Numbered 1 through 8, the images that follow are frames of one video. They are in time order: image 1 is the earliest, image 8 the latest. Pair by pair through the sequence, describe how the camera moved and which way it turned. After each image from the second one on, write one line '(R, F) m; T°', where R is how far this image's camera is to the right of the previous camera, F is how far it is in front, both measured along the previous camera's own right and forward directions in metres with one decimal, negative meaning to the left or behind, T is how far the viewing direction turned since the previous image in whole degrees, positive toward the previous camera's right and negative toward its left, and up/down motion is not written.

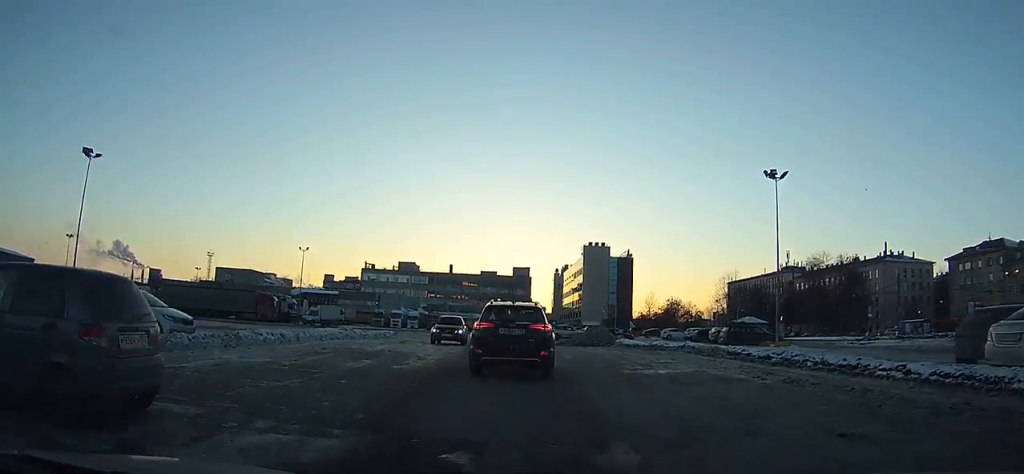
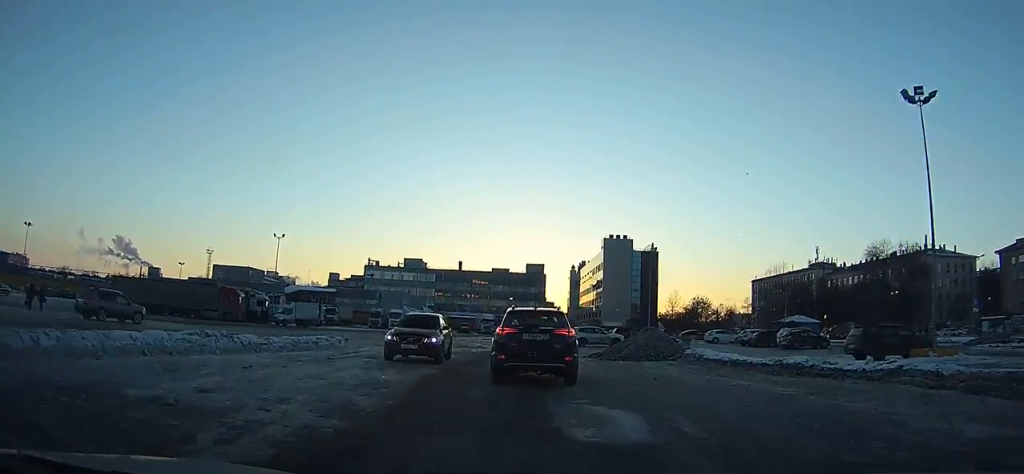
(+0.1, +12.6) m; 0°
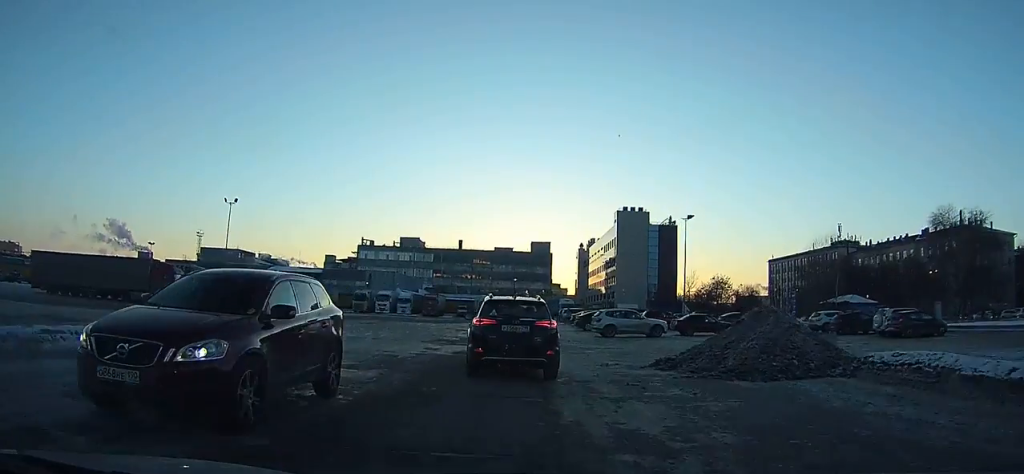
(-0.1, +13.9) m; -3°
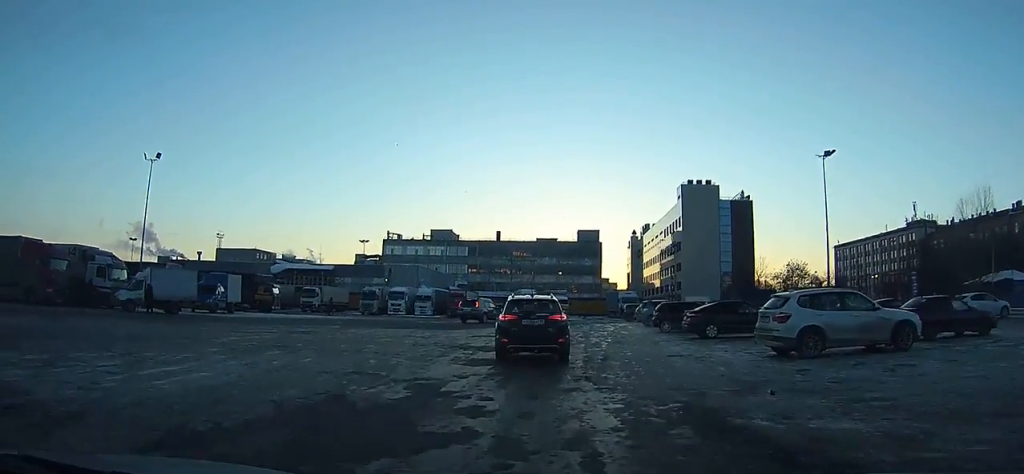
(-1.3, +22.6) m; -5°
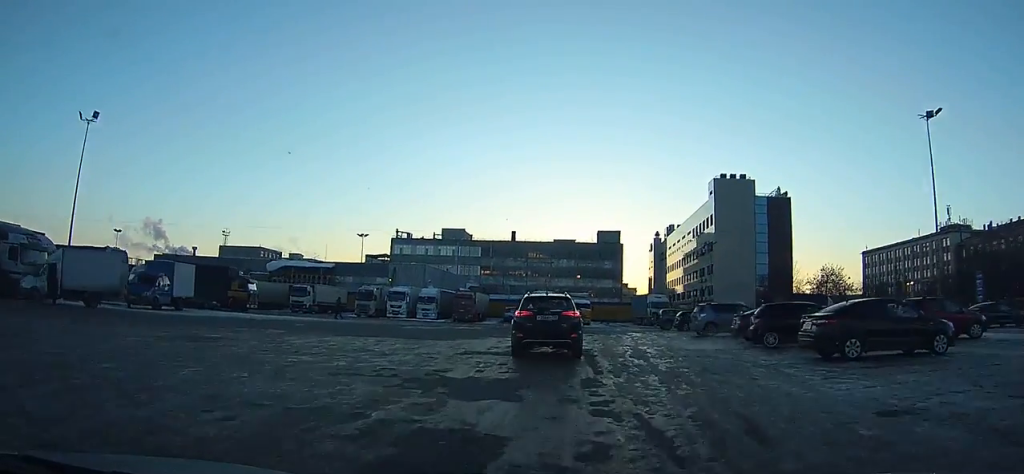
(-0.1, +9.5) m; 0°
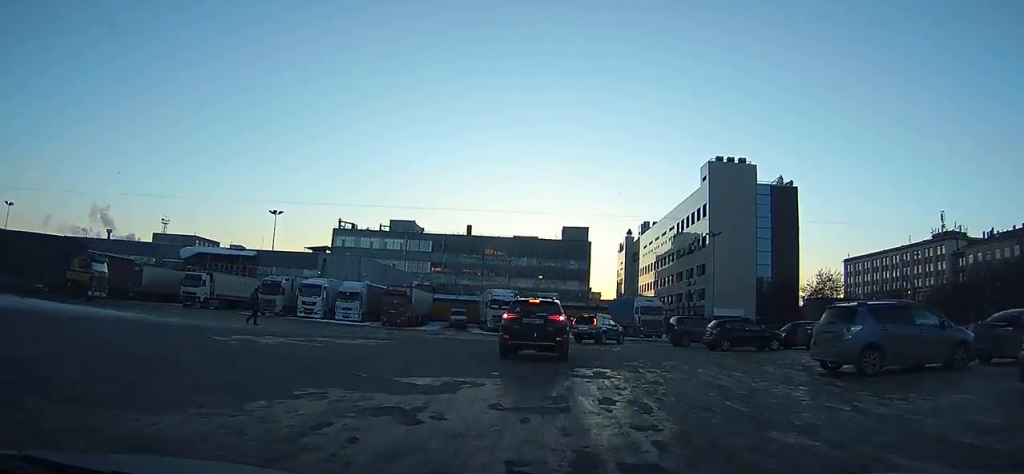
(+0.3, +15.6) m; +3°
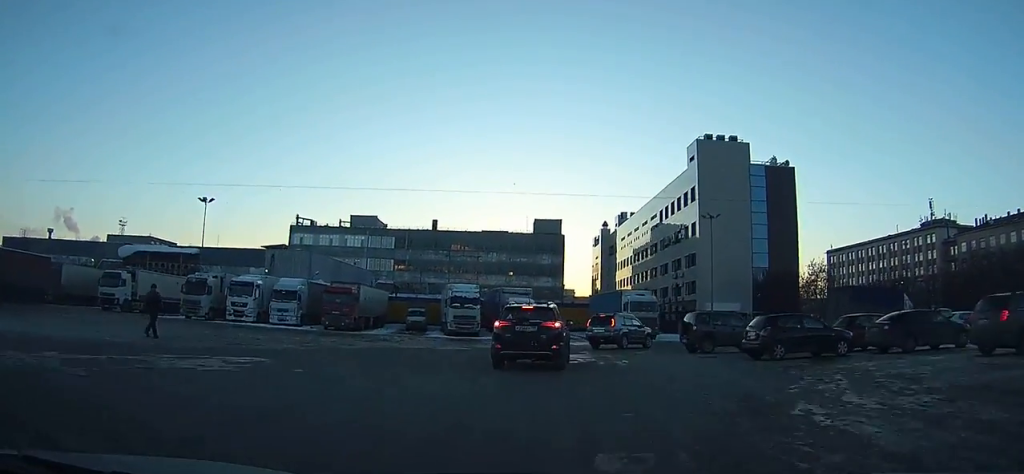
(+0.2, +7.4) m; +2°
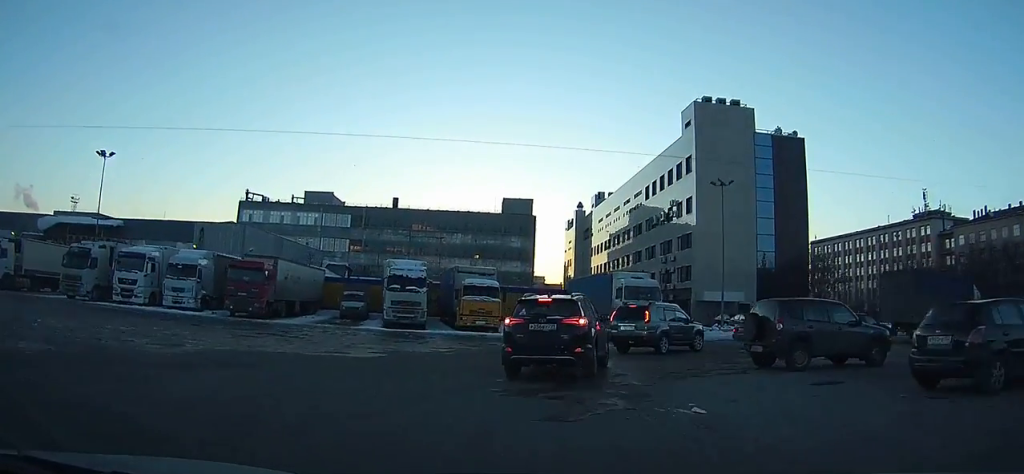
(+0.3, +8.9) m; +3°
